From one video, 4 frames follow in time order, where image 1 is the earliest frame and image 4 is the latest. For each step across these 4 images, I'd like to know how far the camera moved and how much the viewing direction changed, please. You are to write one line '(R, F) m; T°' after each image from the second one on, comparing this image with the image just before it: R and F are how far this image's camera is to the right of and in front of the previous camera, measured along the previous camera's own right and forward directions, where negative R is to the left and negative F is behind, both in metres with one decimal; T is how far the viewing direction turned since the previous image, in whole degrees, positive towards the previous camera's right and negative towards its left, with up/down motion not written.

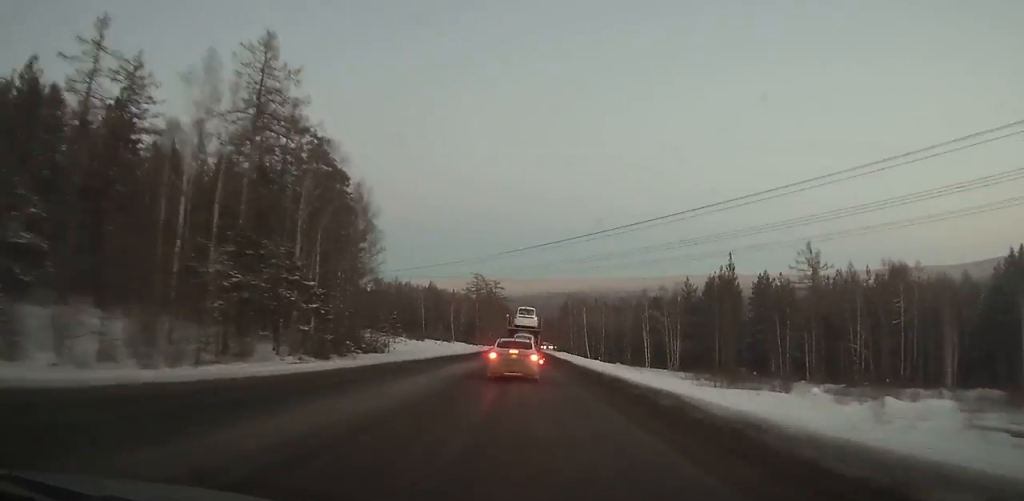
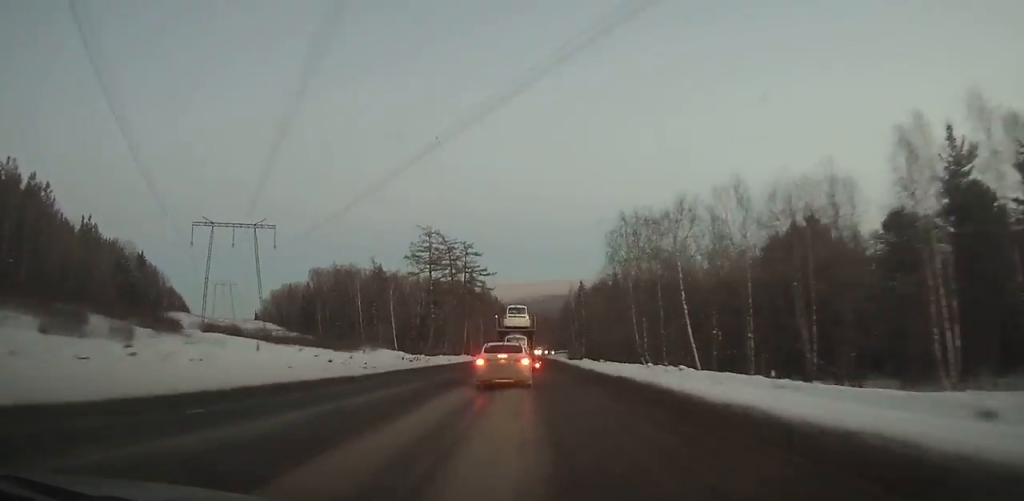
(+0.5, +78.2) m; 0°
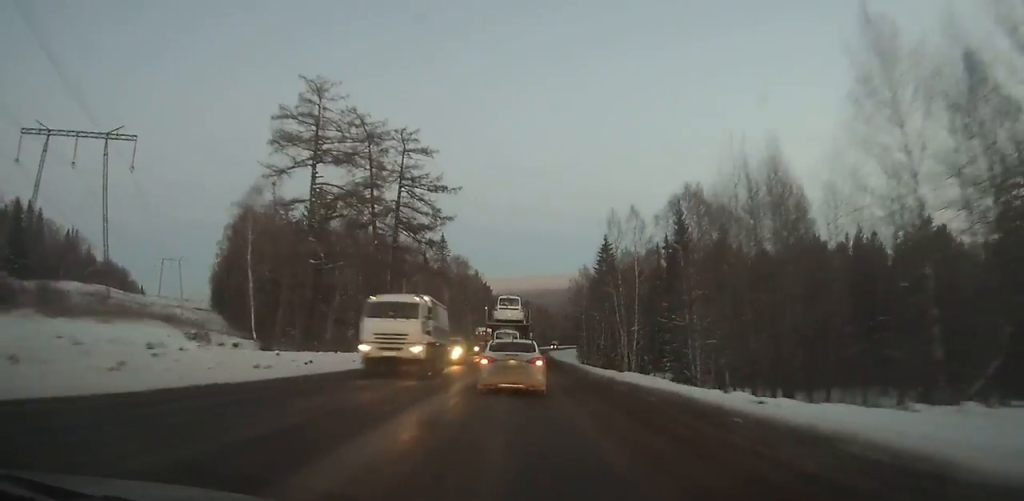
(0.0, +59.1) m; 0°
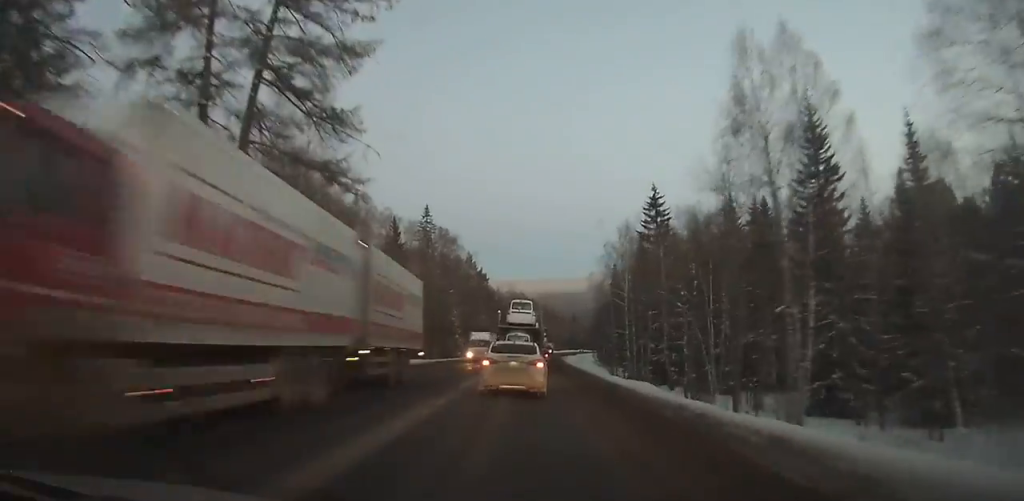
(0.0, +37.4) m; +1°
